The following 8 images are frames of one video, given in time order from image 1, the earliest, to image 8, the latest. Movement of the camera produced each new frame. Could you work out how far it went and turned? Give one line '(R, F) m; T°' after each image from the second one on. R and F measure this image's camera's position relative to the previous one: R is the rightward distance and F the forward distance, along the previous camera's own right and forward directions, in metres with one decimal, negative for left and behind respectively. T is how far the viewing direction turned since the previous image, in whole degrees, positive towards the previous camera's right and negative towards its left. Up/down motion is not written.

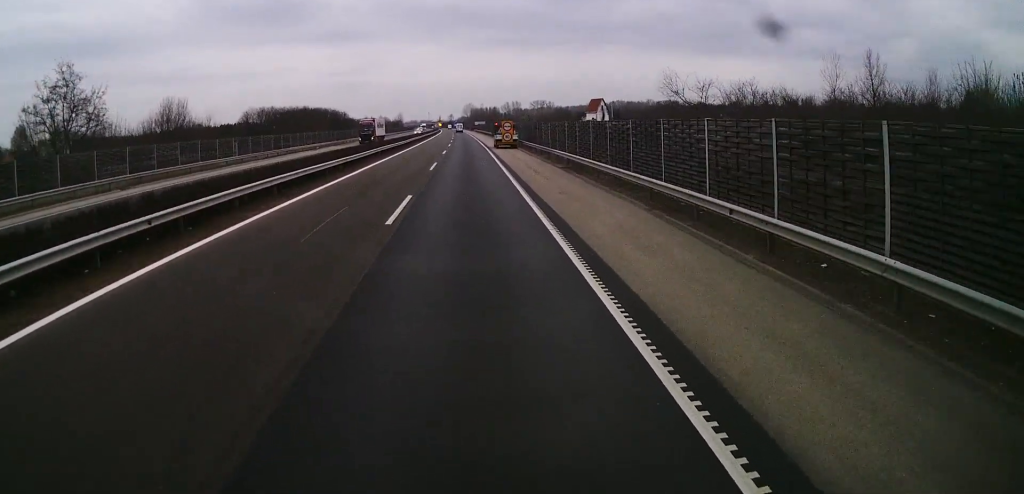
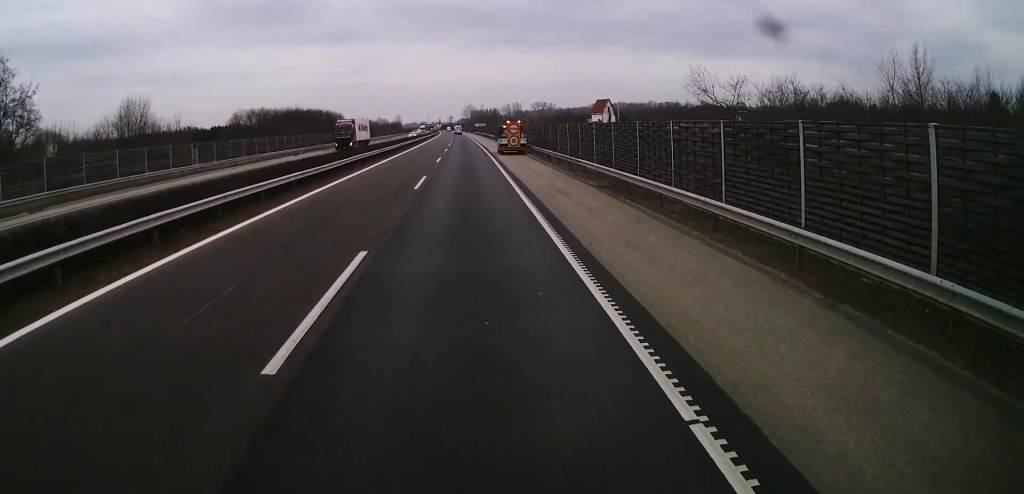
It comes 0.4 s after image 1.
(+0.1, +9.3) m; 0°
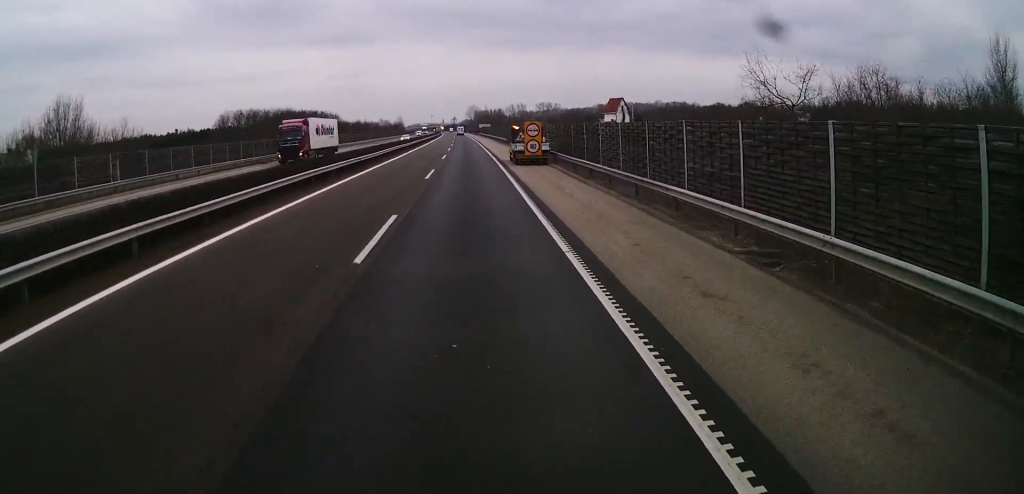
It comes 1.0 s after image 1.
(0.0, +13.1) m; 0°
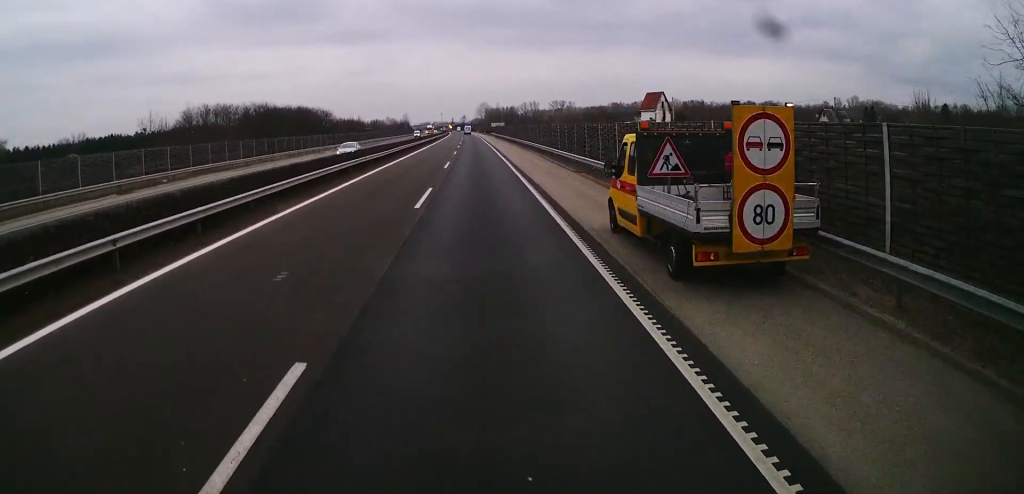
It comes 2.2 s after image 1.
(-0.3, +29.3) m; 0°
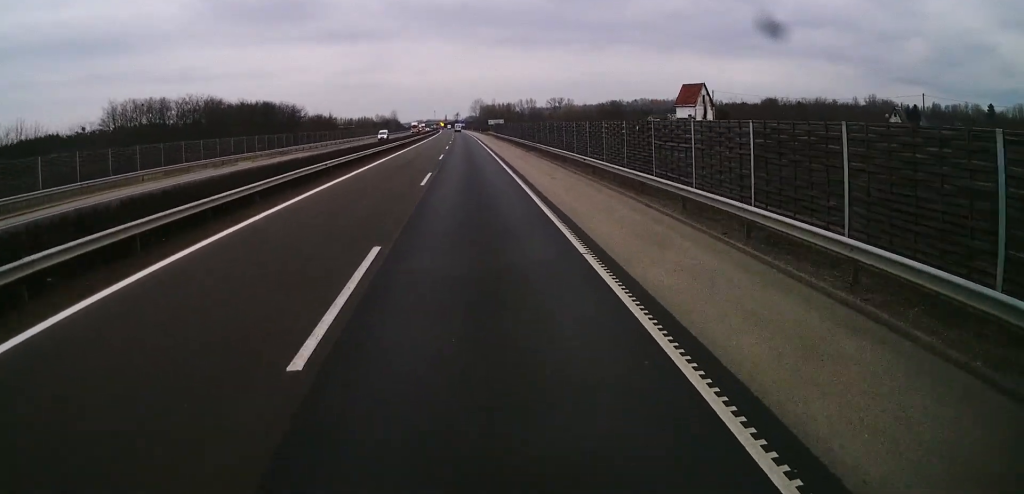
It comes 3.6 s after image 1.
(+0.4, +30.8) m; 0°
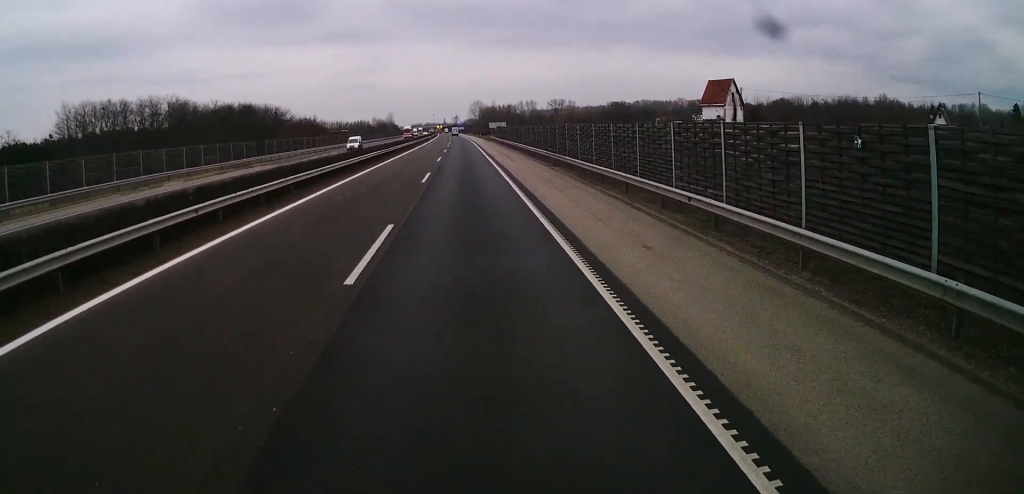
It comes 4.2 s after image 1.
(-0.2, +14.6) m; -1°
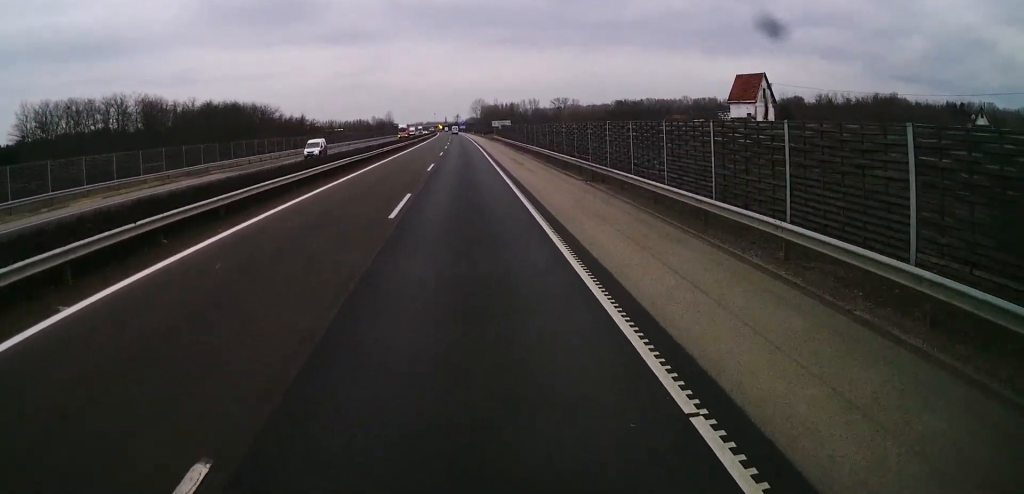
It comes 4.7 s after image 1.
(0.0, +11.5) m; -1°
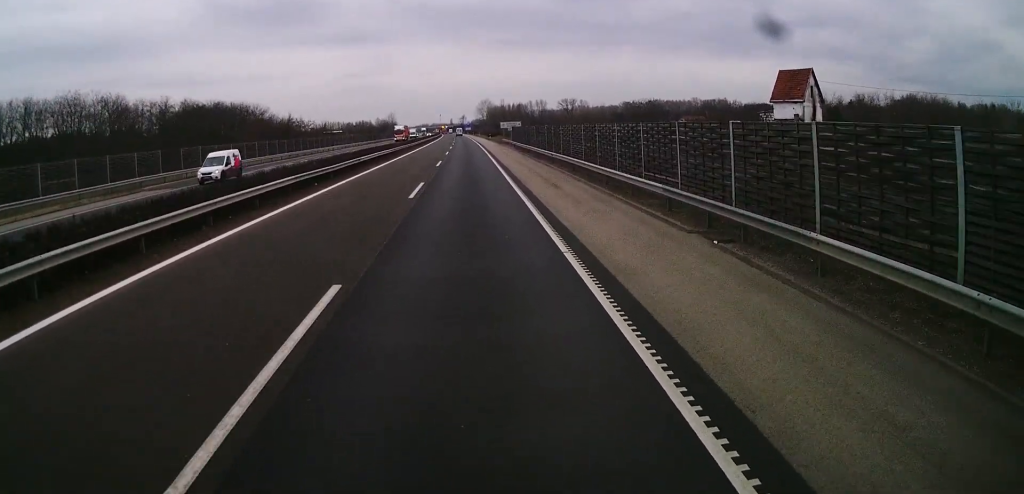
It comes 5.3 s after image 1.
(-0.1, +13.0) m; 0°
